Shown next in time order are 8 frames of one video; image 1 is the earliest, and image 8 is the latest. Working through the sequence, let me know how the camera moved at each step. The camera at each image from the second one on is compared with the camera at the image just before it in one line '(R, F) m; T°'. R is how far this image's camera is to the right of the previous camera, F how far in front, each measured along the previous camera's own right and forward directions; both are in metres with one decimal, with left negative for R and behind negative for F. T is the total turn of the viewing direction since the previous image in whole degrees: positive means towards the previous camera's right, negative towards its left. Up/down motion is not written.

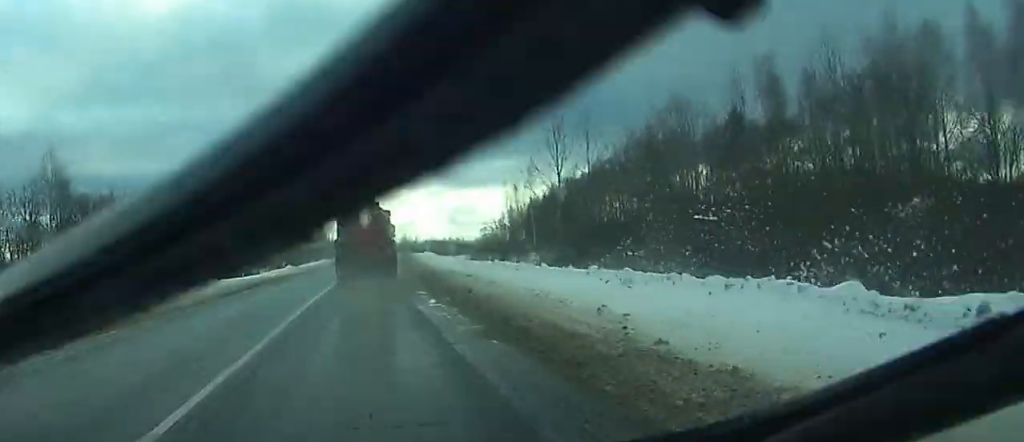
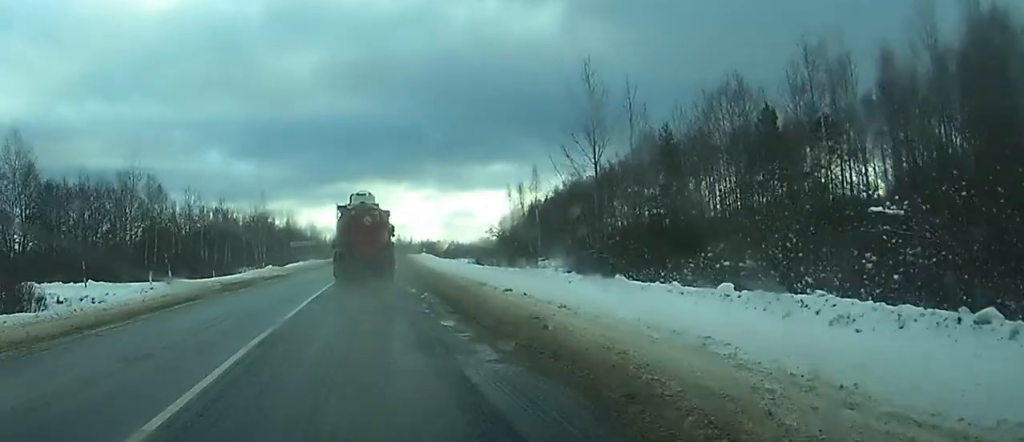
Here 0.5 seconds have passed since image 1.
(+0.2, +10.2) m; 0°
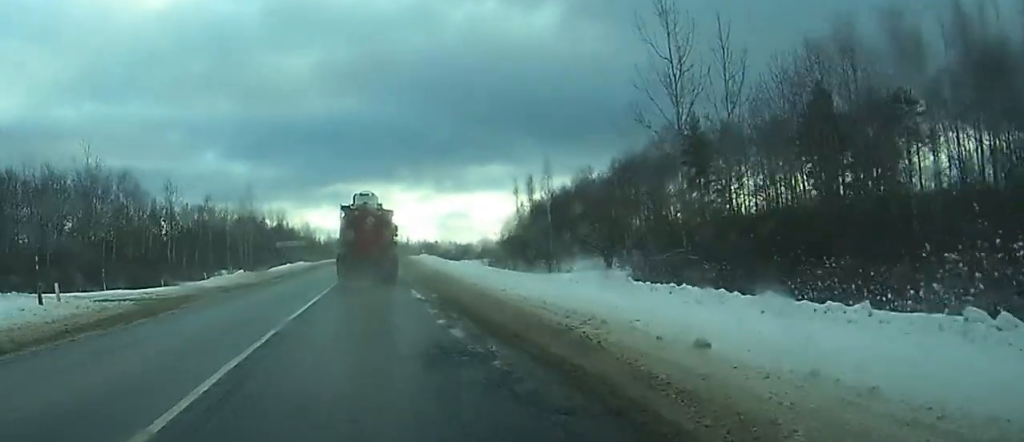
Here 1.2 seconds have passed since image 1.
(+0.5, +13.6) m; 0°
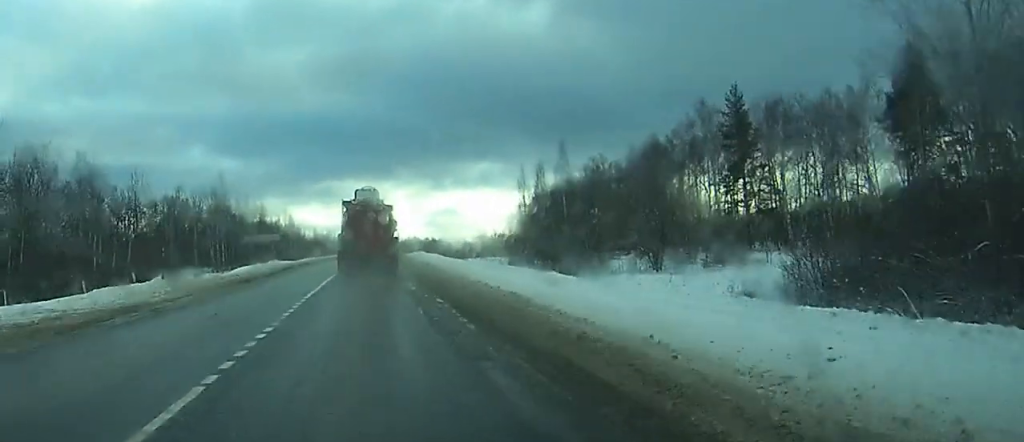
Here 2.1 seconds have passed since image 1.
(-0.8, +18.4) m; 0°
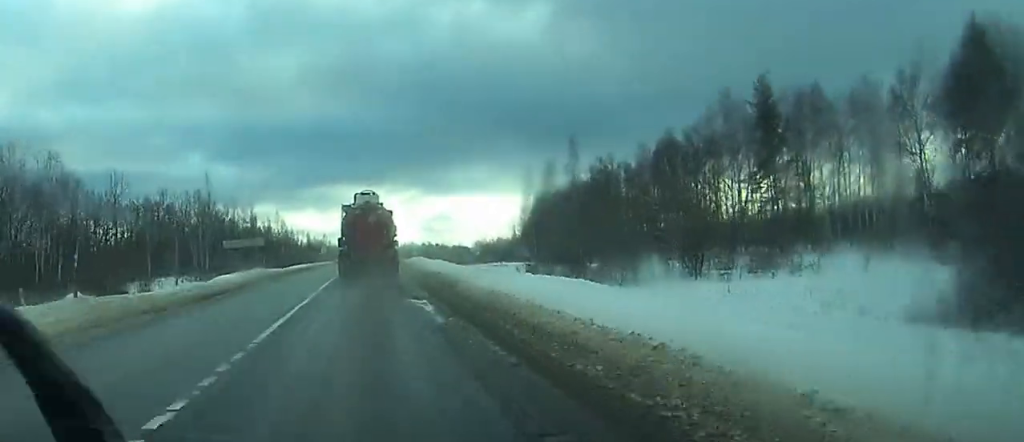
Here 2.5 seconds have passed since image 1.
(+0.2, +9.7) m; +1°
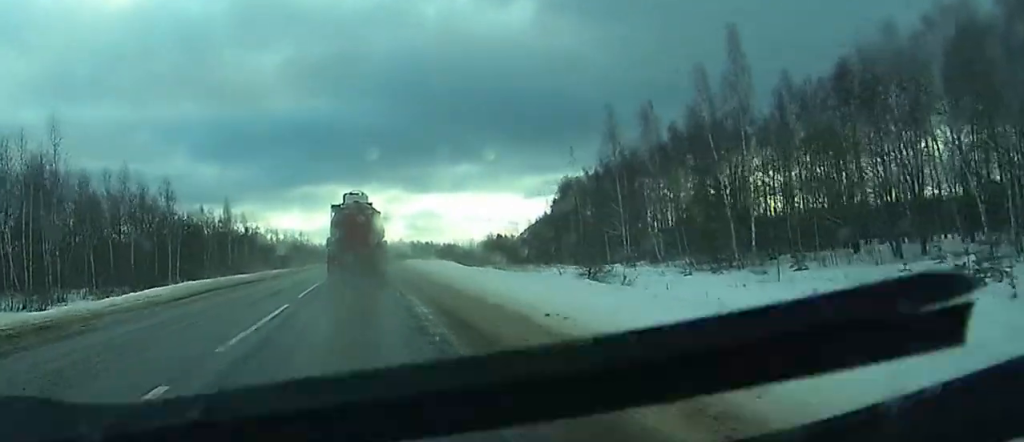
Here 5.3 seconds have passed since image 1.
(+1.2, +58.2) m; +1°
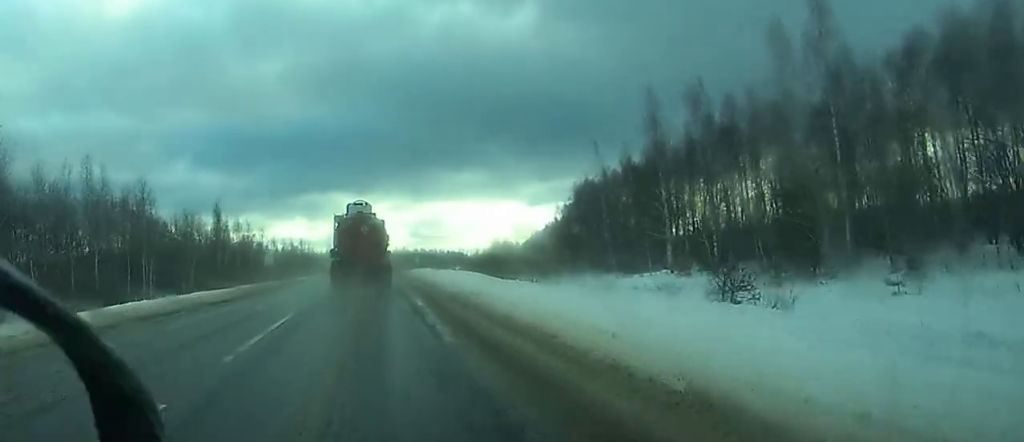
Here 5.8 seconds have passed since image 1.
(0.0, +12.4) m; 0°
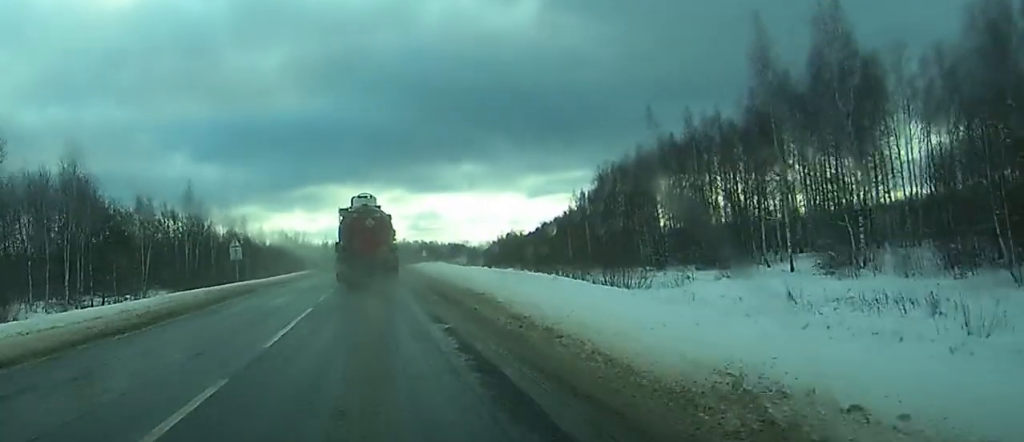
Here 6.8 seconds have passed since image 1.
(0.0, +22.0) m; 0°
